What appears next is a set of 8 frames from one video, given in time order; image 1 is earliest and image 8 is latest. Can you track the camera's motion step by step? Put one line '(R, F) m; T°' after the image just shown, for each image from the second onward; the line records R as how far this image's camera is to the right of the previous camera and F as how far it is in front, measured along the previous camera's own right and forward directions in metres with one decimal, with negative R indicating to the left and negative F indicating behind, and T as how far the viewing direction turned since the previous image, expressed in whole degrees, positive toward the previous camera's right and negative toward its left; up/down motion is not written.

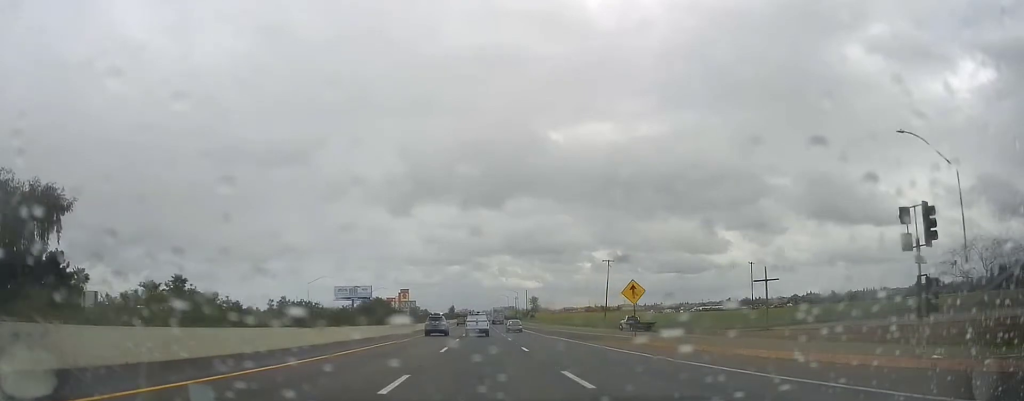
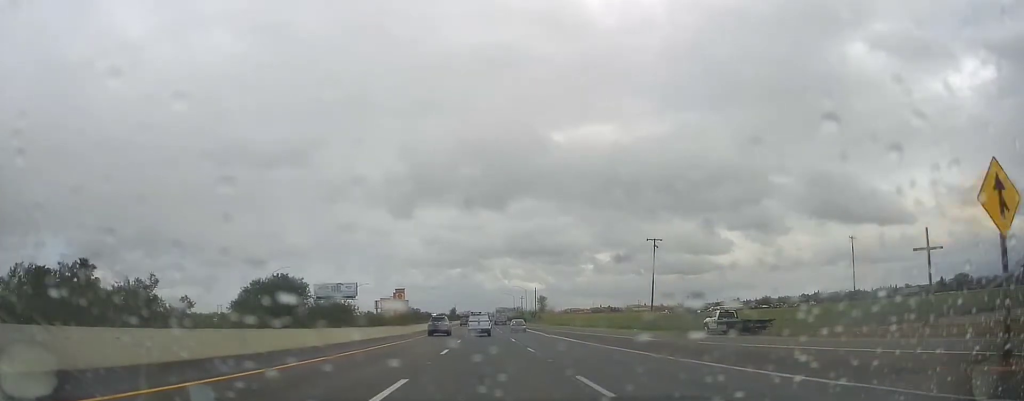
(-0.8, +31.3) m; -1°
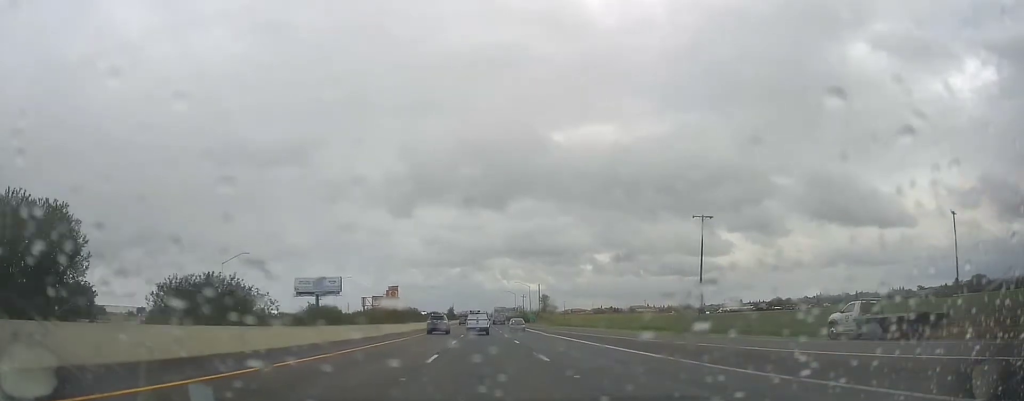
(+0.2, +20.3) m; 0°
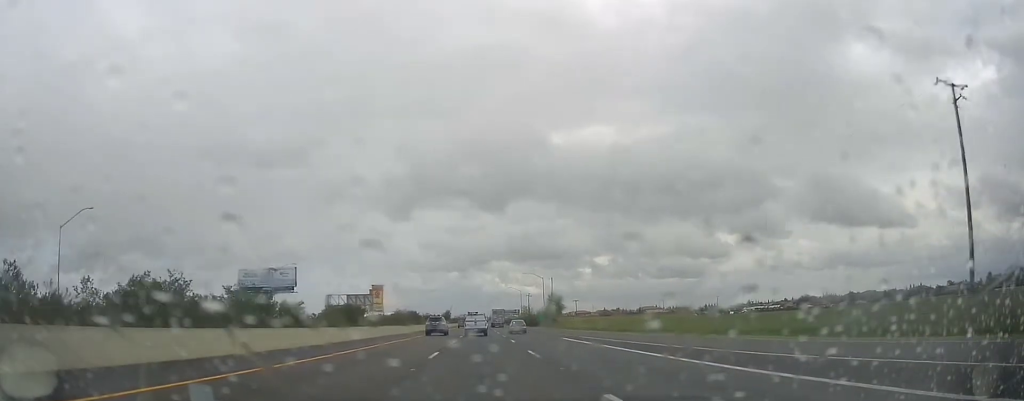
(+0.1, +41.7) m; -1°
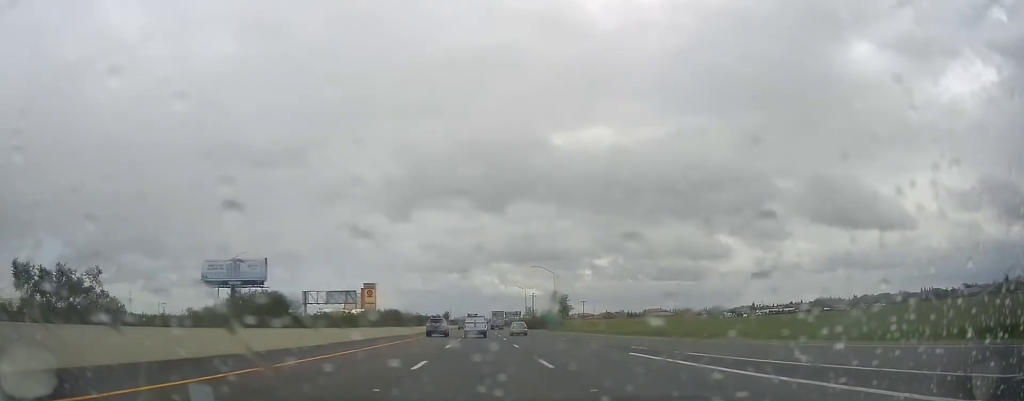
(-0.3, +19.2) m; 0°
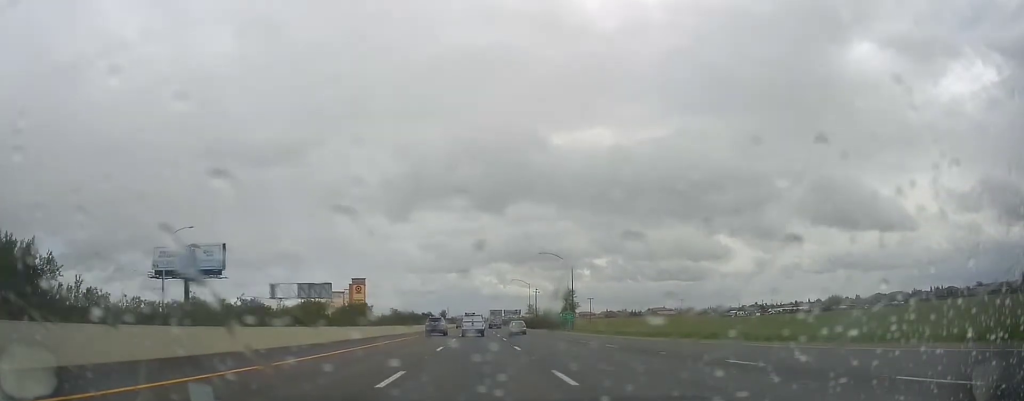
(0.0, +19.3) m; 0°
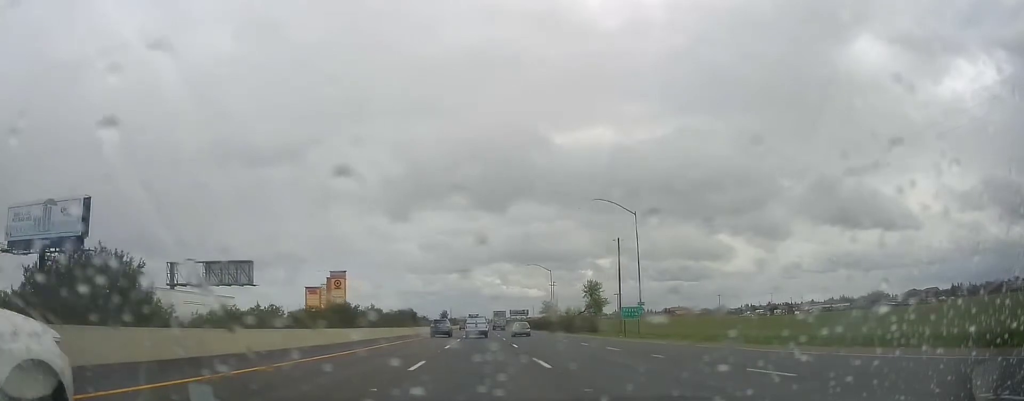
(+0.6, +38.6) m; +2°
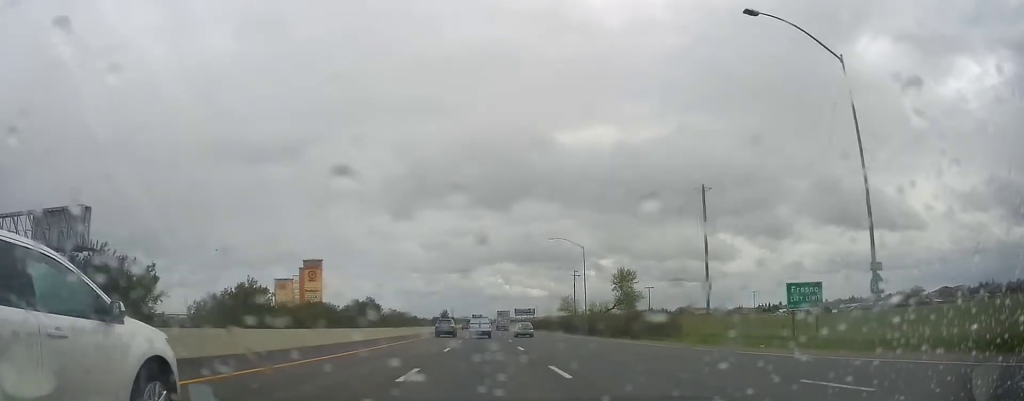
(+0.2, +32.7) m; -1°
